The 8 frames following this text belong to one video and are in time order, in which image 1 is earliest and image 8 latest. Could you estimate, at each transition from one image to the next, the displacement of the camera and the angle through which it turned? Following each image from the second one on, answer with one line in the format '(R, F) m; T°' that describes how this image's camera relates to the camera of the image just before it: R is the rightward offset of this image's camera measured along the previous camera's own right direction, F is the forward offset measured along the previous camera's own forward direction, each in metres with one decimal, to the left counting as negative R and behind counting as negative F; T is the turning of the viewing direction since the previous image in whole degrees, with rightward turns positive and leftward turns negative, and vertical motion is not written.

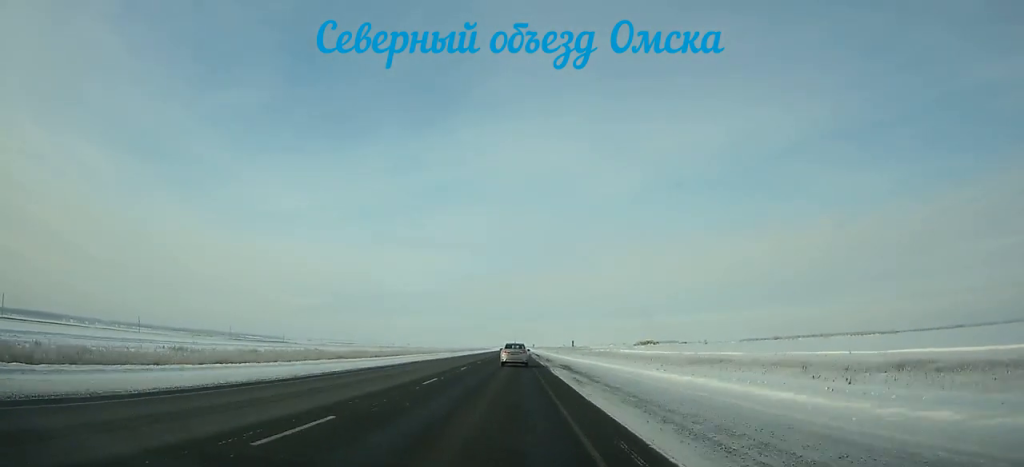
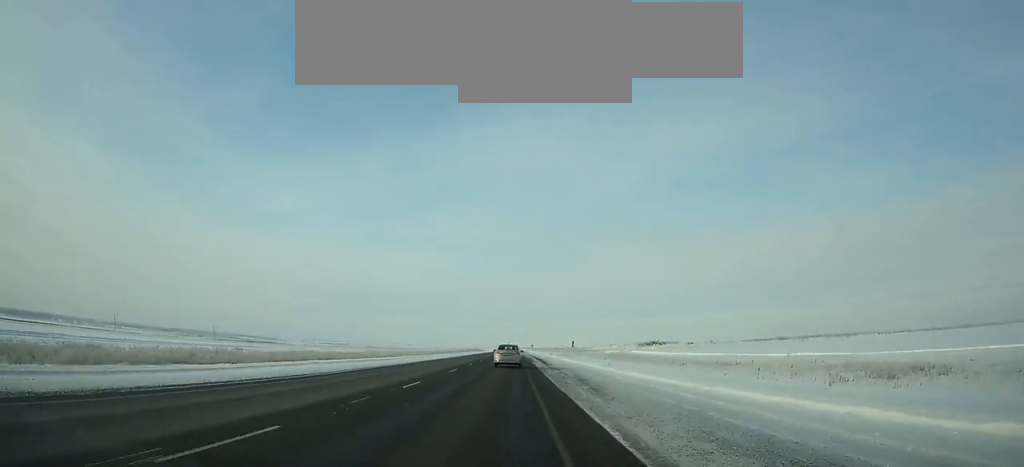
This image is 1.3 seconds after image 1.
(+0.1, +35.7) m; 0°
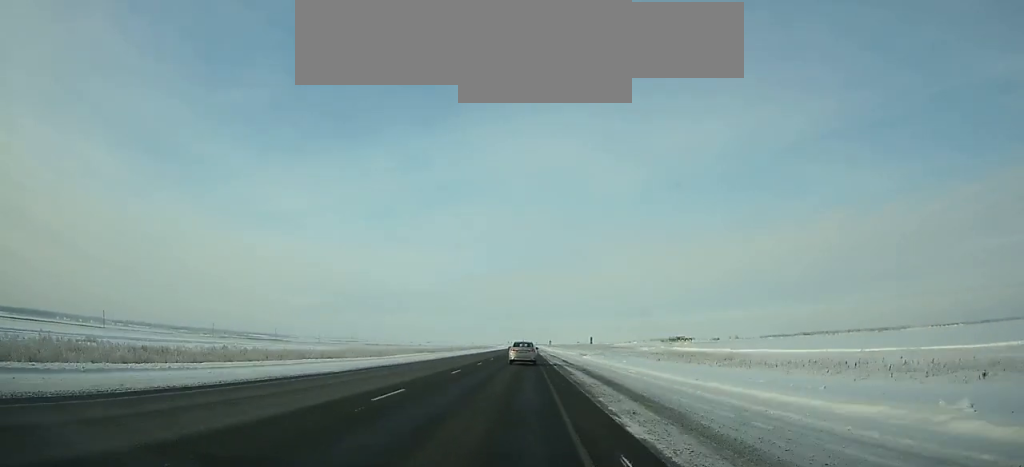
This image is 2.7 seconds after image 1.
(-0.2, +37.5) m; 0°
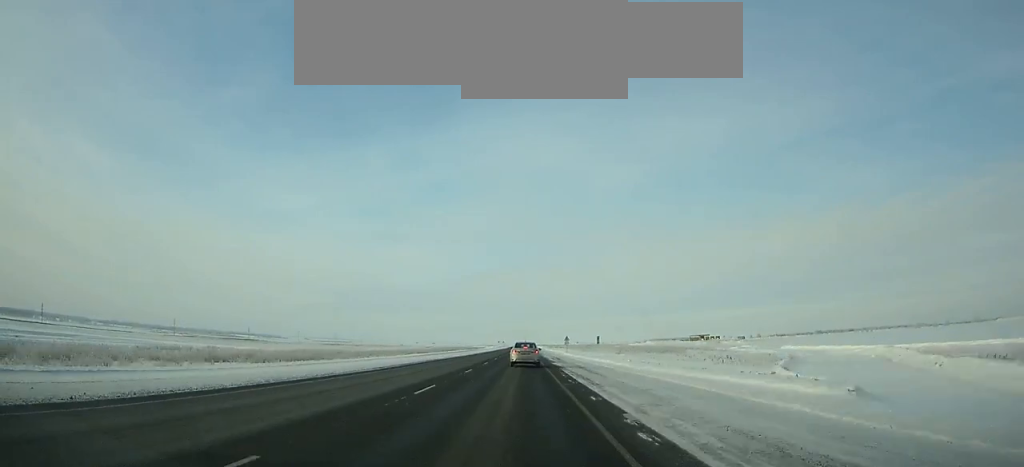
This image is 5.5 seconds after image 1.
(-0.1, +72.6) m; 0°
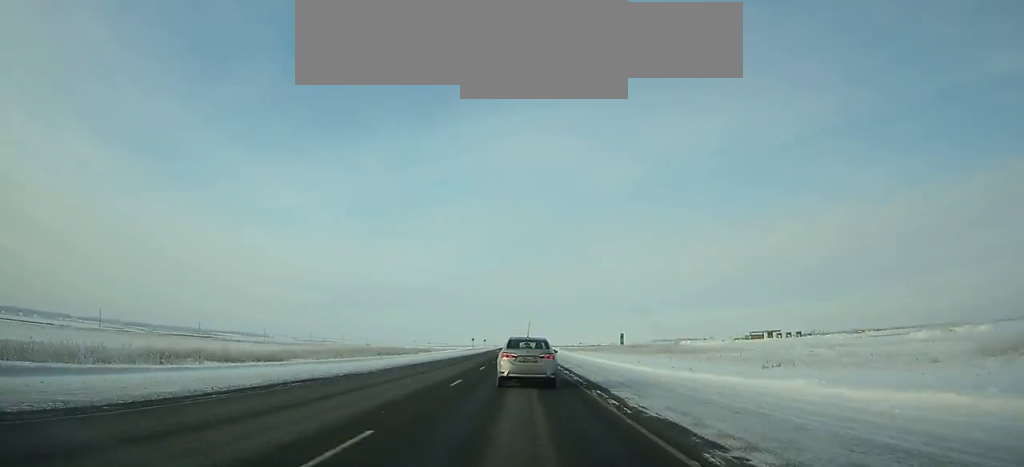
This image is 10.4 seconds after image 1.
(+0.4, +113.6) m; 0°
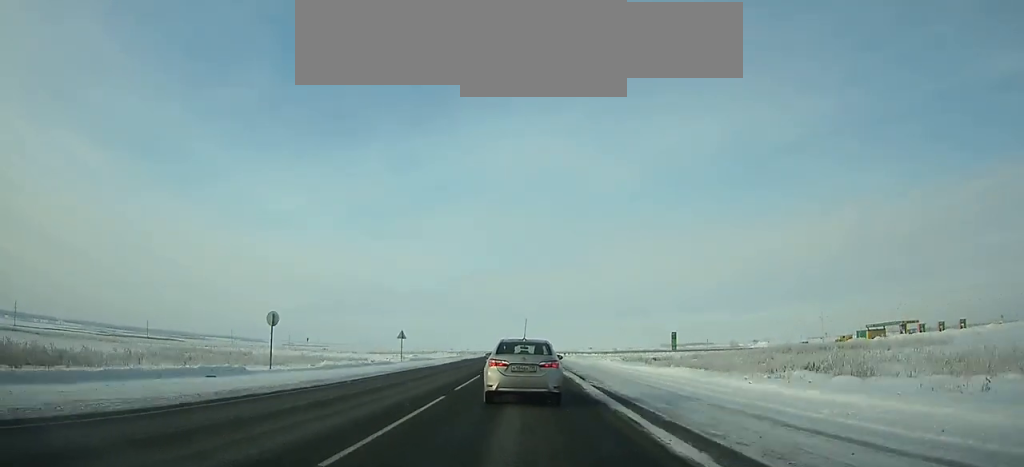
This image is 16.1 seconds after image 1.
(-0.1, +109.6) m; 0°
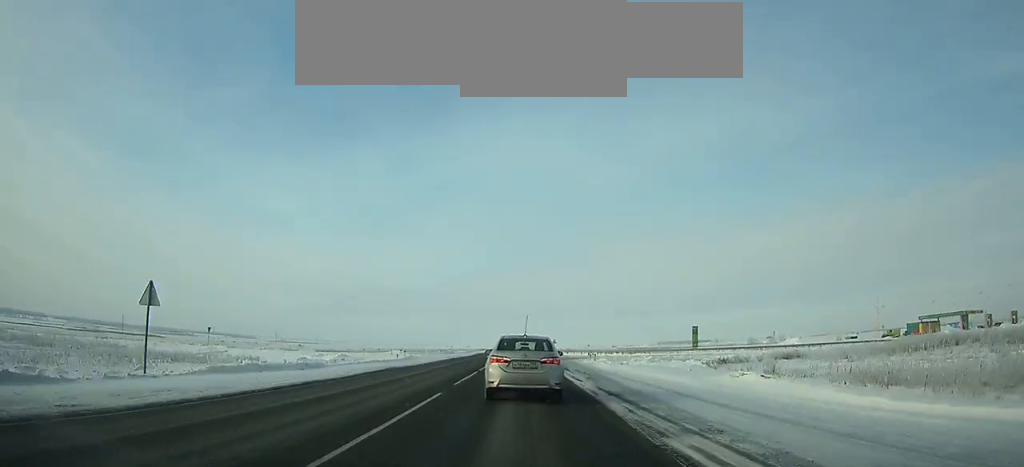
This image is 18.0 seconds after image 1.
(+0.2, +33.3) m; 0°
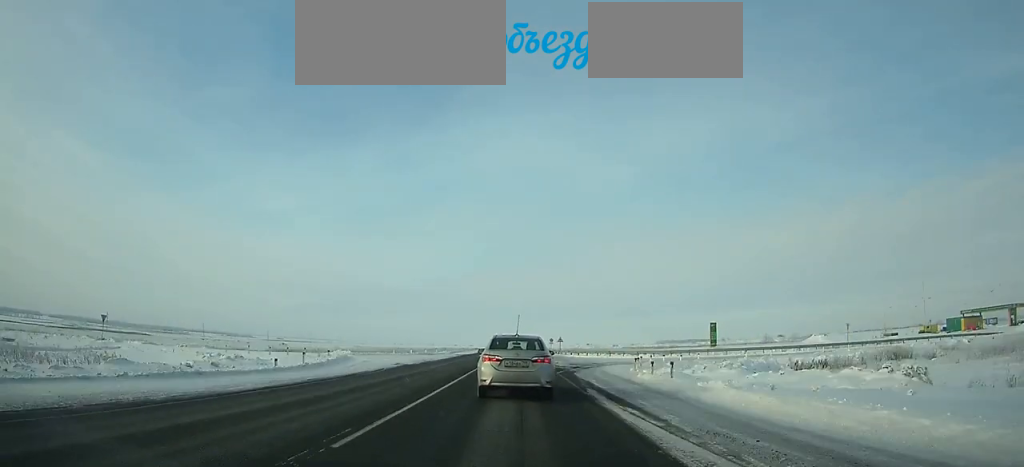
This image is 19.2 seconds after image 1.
(+0.1, +21.0) m; 0°
